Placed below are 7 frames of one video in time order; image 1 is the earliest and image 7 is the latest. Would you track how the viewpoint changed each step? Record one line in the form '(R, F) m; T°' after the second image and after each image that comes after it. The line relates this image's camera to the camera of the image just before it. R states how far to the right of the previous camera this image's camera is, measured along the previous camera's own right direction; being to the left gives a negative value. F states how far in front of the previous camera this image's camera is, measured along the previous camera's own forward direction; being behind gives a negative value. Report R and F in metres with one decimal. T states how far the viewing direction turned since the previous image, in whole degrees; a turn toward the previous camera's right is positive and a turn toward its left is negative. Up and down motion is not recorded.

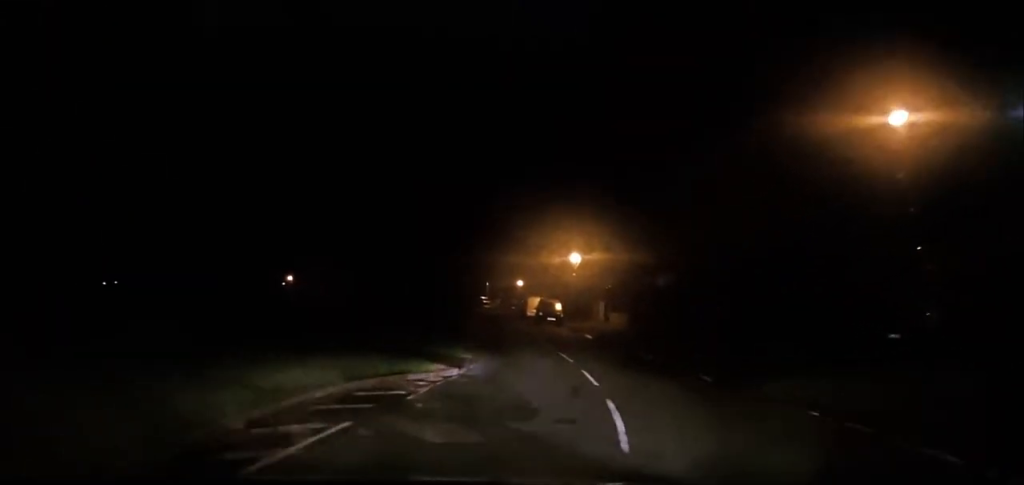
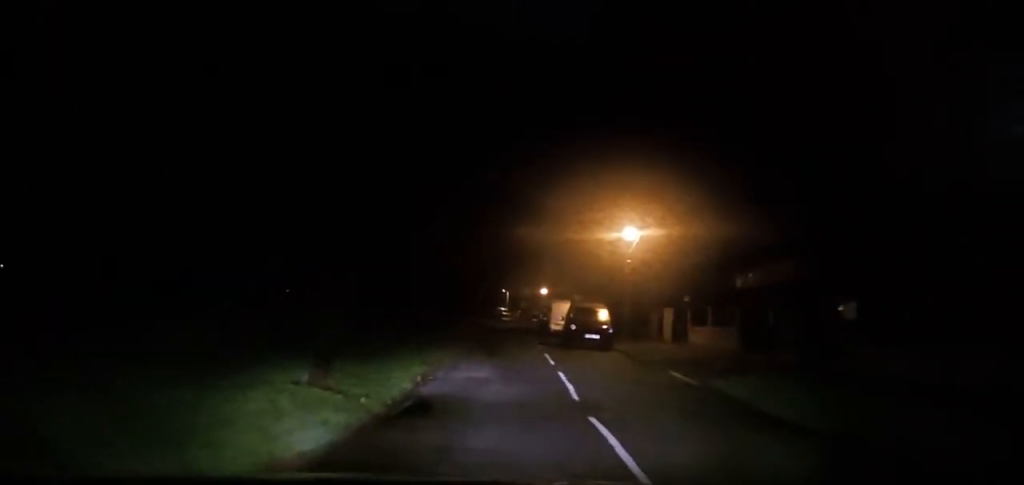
(0.0, +18.8) m; +2°
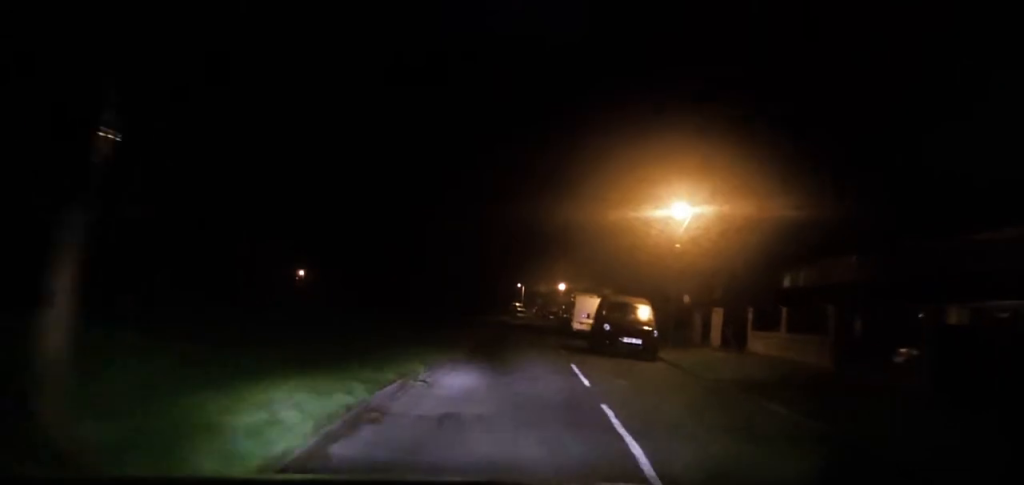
(+0.1, +6.0) m; +2°
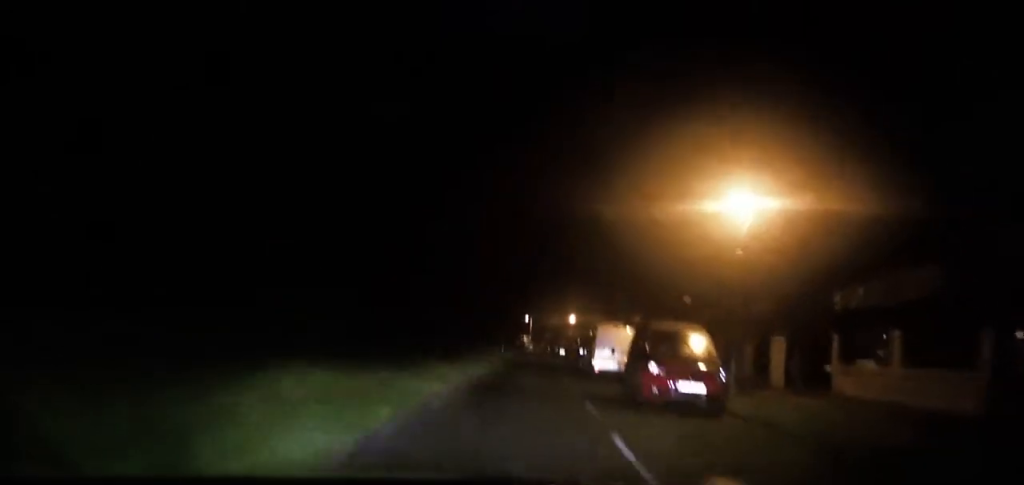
(+0.1, +6.0) m; +1°
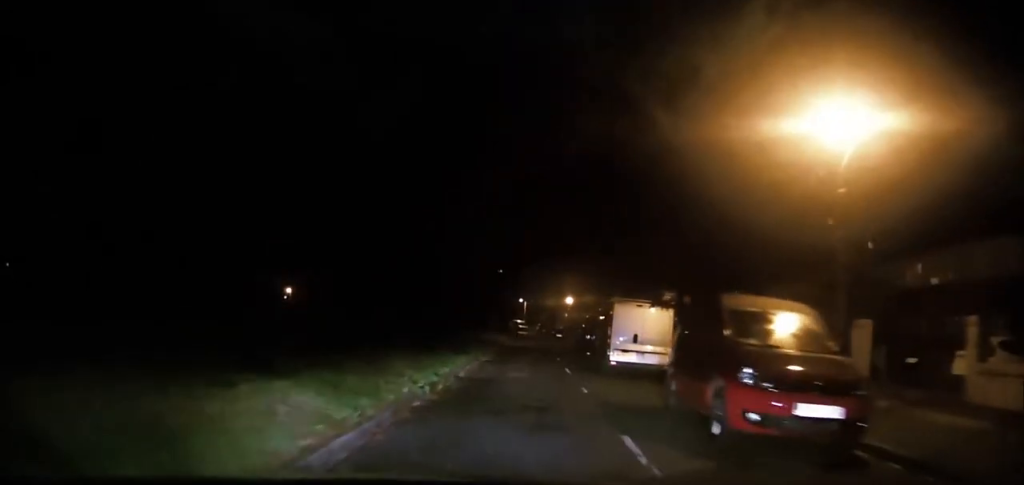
(+0.1, +6.0) m; -1°
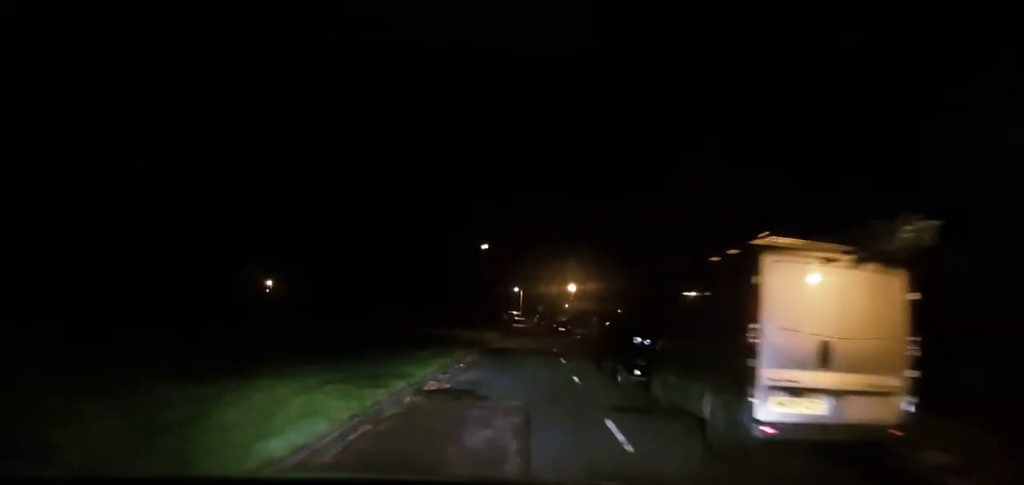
(-0.2, +11.4) m; -2°
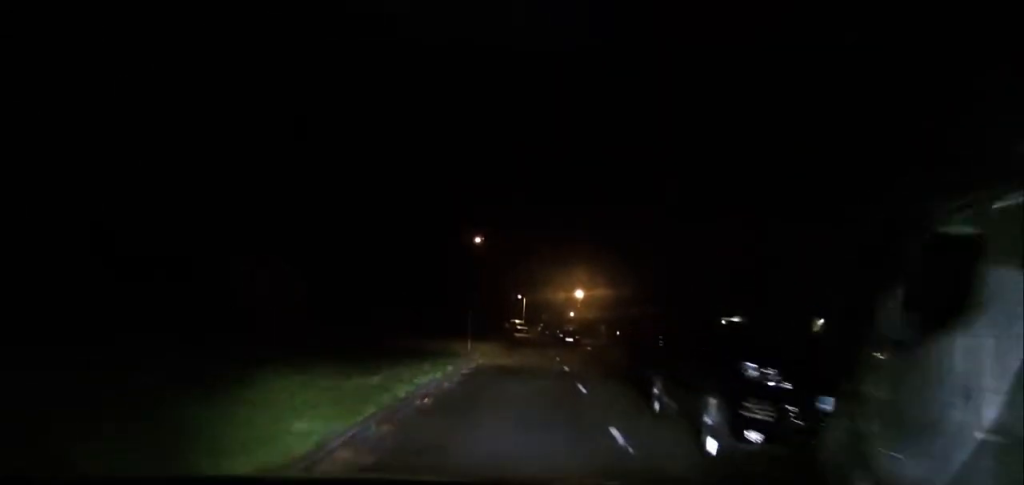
(0.0, +6.0) m; 0°
